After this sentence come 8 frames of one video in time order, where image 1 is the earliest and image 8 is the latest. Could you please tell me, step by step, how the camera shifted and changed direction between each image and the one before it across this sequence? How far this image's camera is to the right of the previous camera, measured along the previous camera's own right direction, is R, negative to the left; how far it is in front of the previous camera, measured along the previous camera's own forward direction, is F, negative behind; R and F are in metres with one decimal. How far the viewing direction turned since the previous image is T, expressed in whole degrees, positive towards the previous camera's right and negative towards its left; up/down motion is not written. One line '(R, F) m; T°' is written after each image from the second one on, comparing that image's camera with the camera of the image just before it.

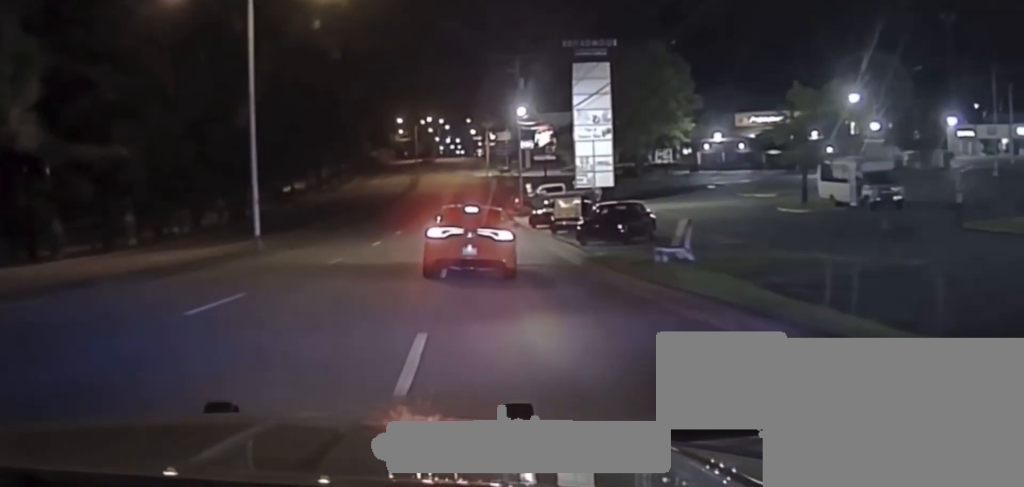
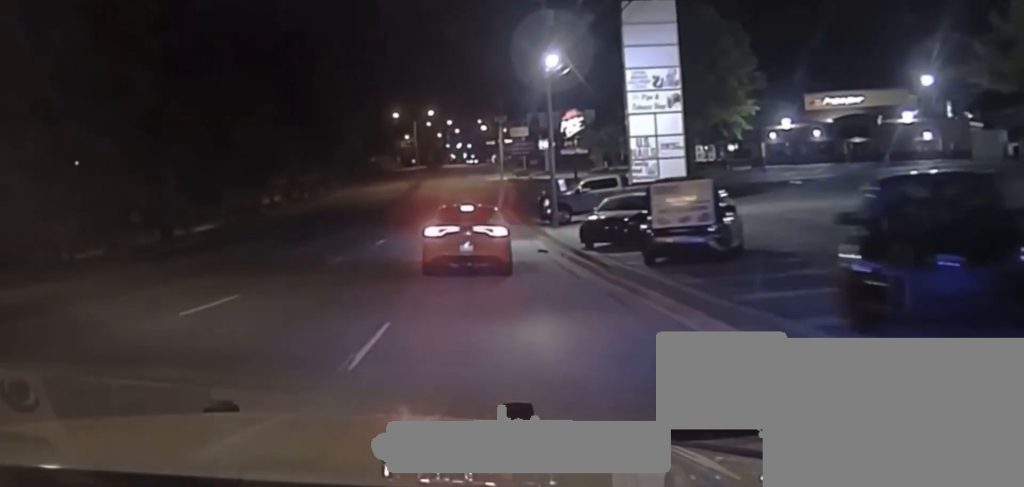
(-0.1, +24.6) m; -1°
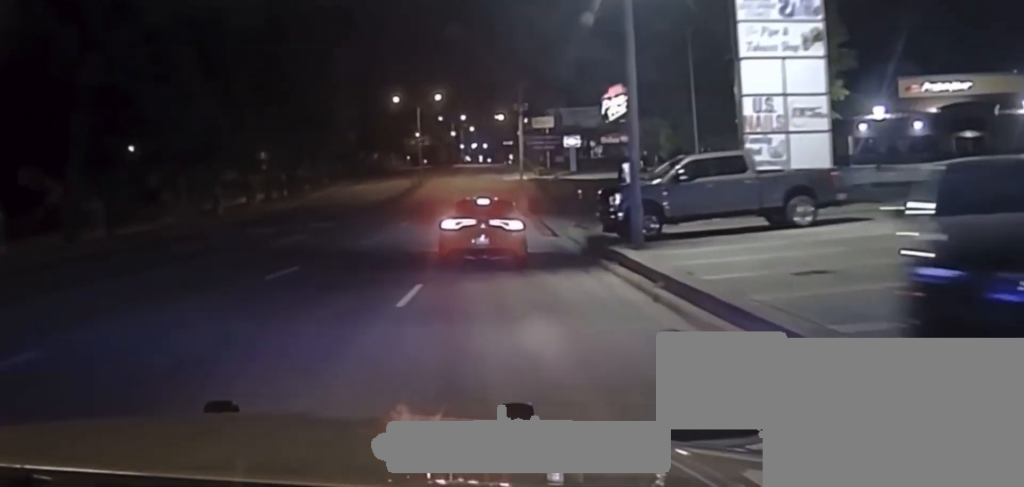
(-0.2, +22.7) m; 0°
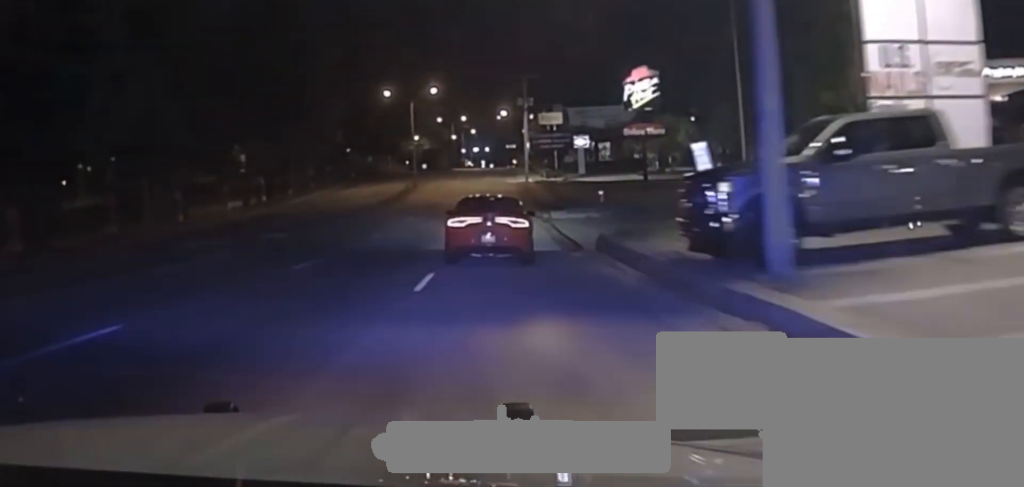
(+0.1, +11.9) m; 0°
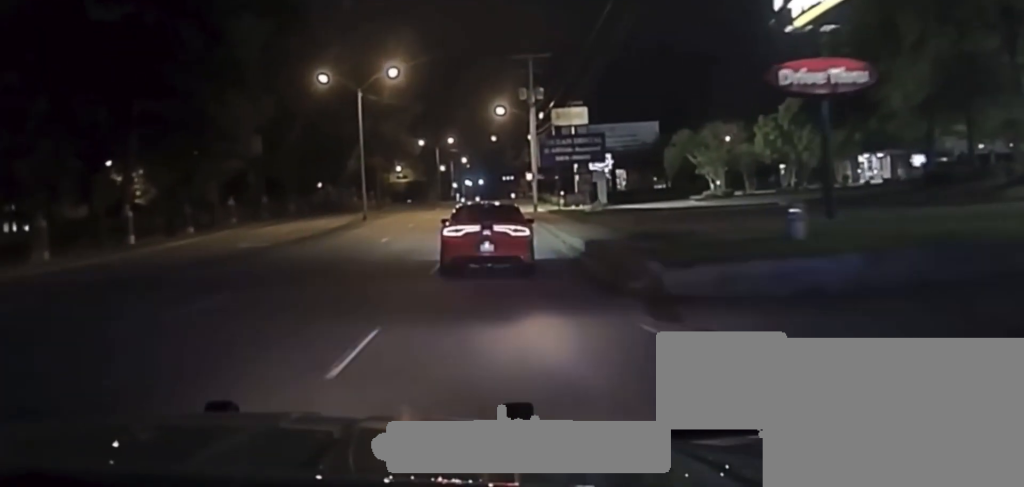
(-0.6, +32.2) m; 0°
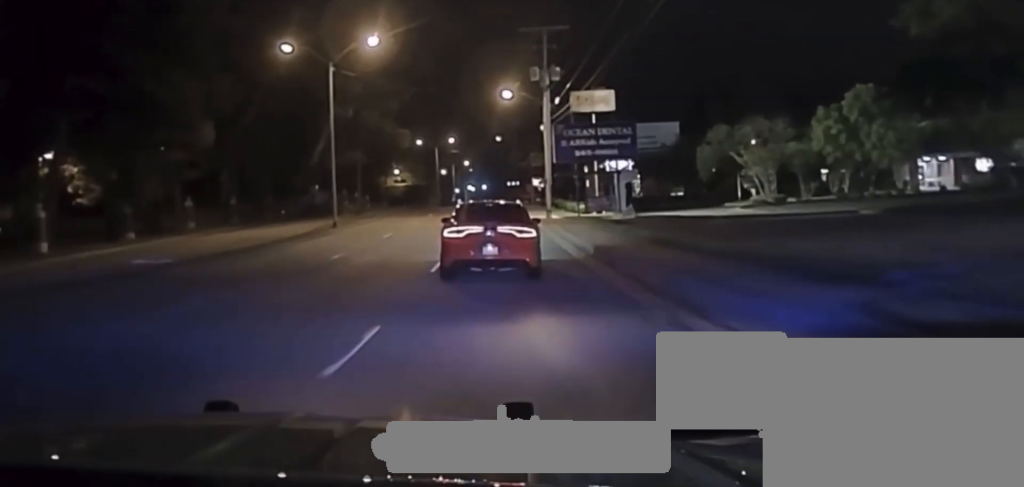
(0.0, +10.1) m; +1°
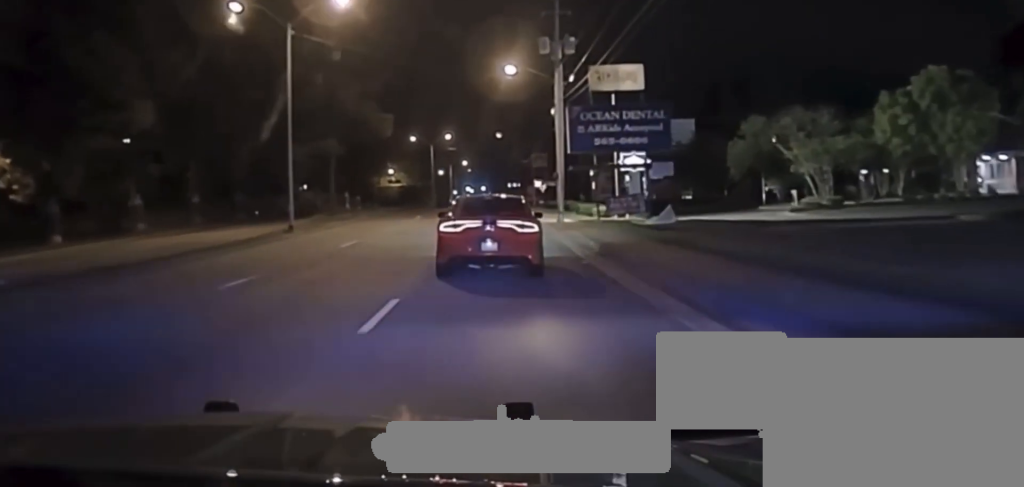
(+0.2, +8.8) m; 0°
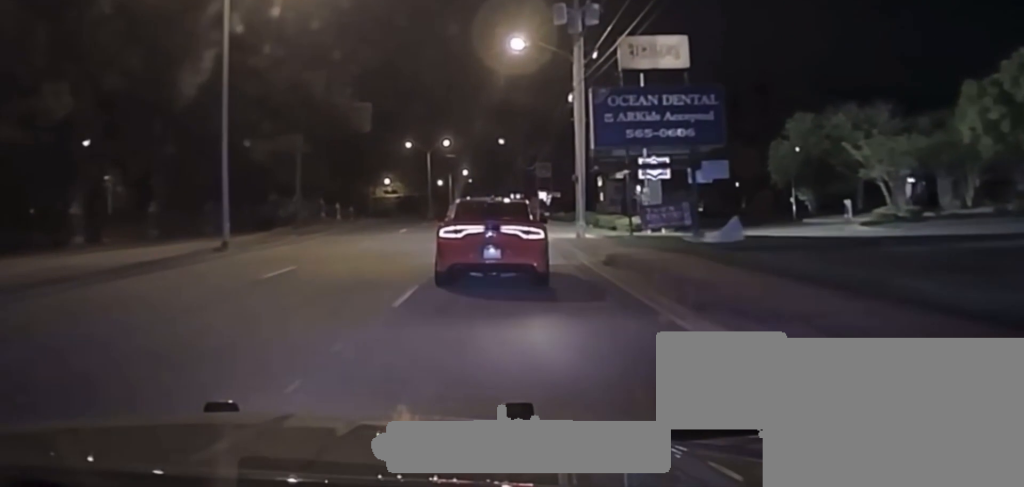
(0.0, +9.0) m; 0°
